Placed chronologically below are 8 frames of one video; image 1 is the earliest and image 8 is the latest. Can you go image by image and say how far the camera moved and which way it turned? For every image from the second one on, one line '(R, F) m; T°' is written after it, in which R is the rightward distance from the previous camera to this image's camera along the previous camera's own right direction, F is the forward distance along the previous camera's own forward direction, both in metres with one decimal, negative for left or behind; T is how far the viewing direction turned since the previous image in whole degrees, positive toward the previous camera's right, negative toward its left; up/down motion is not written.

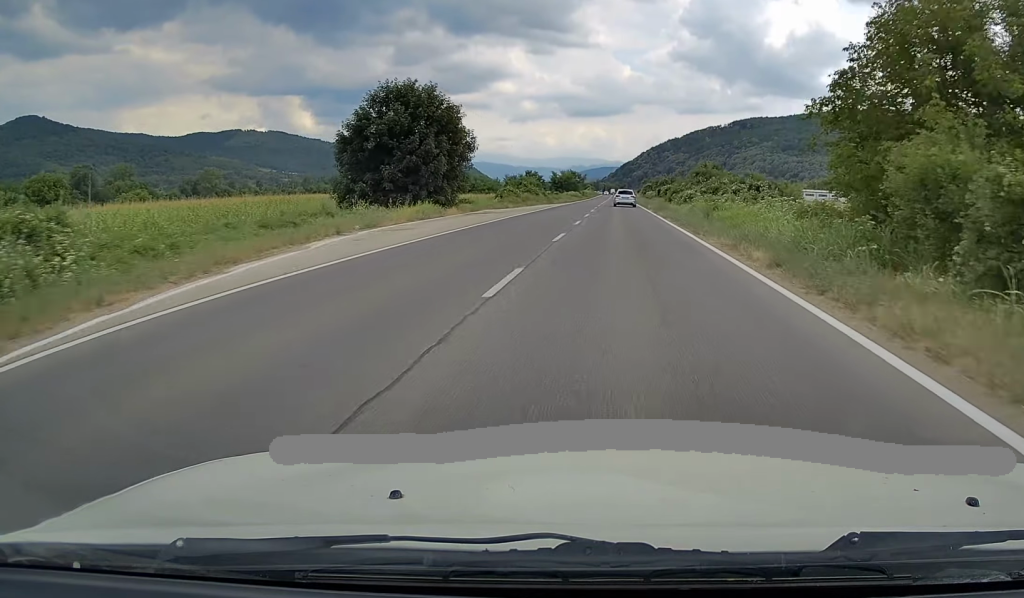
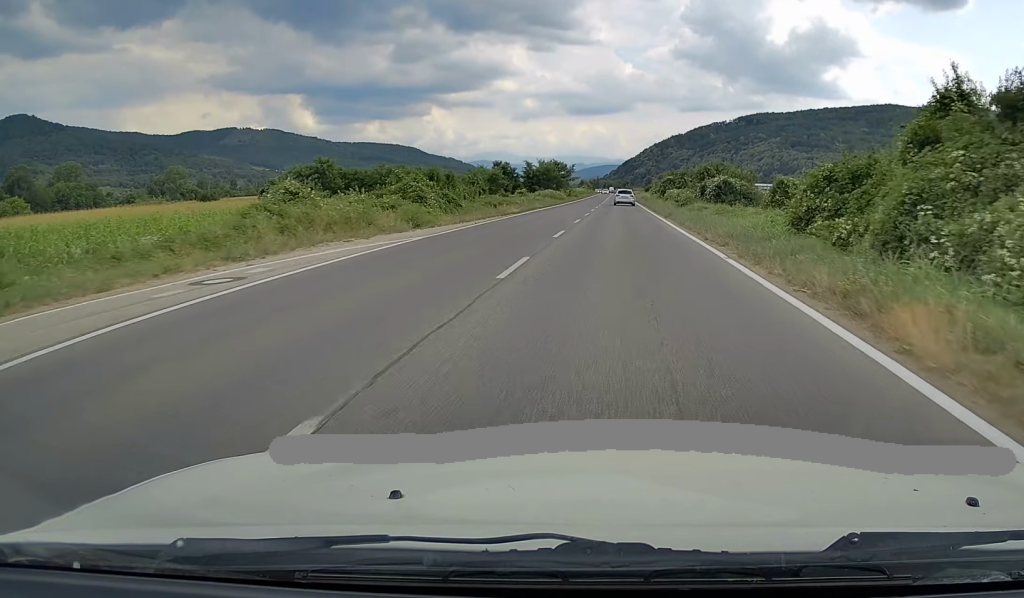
(-0.4, +52.0) m; 0°
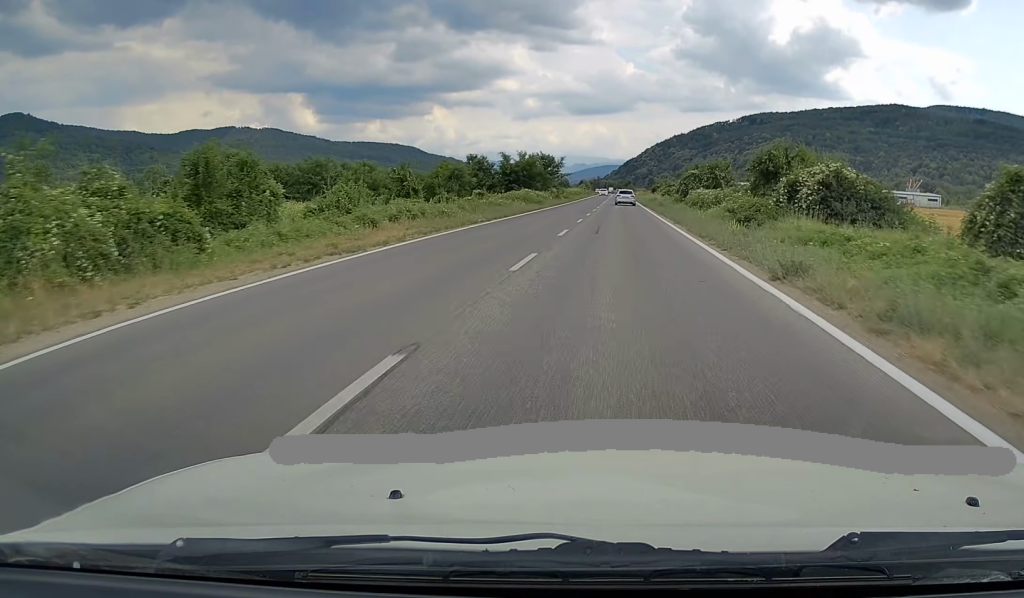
(+0.1, +26.0) m; 0°
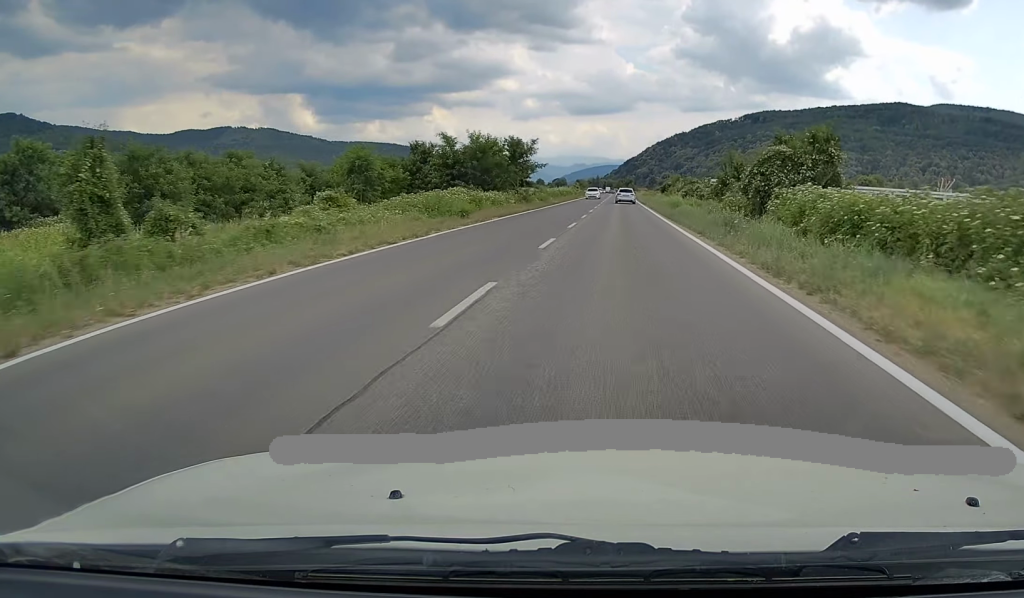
(-0.1, +31.9) m; 0°
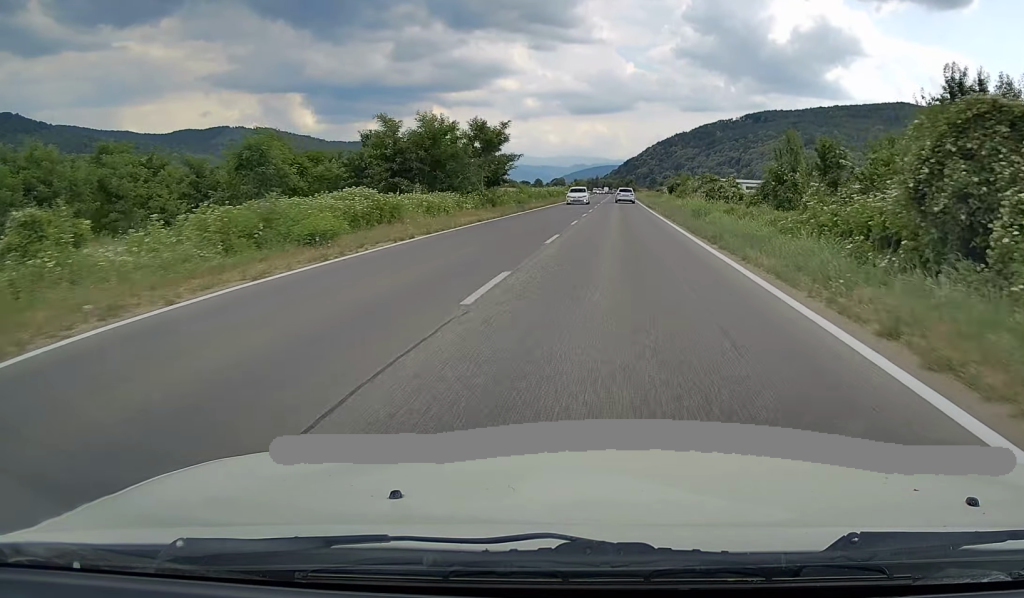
(0.0, +16.4) m; 0°
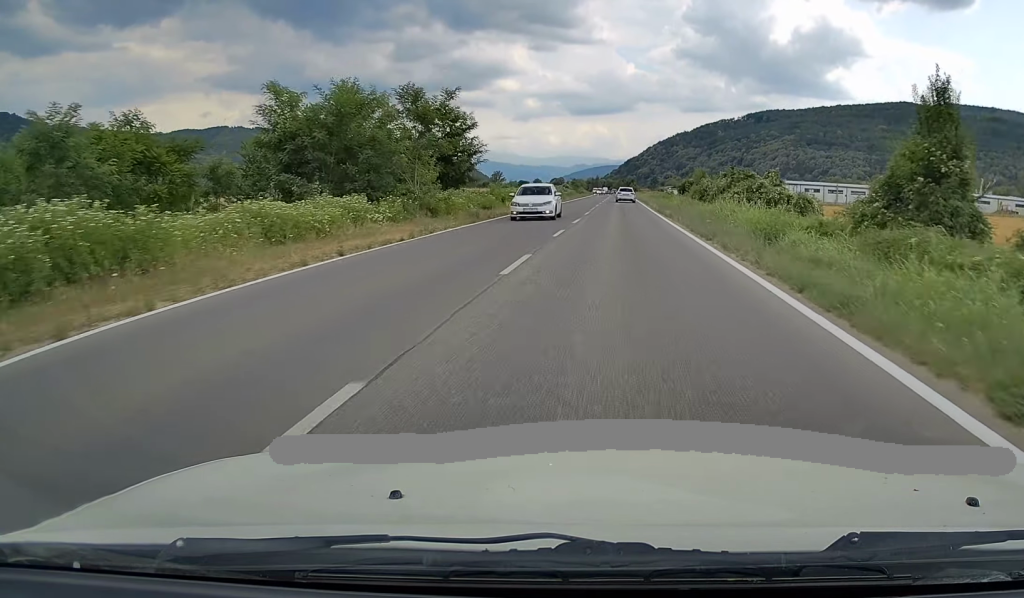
(0.0, +15.5) m; 0°
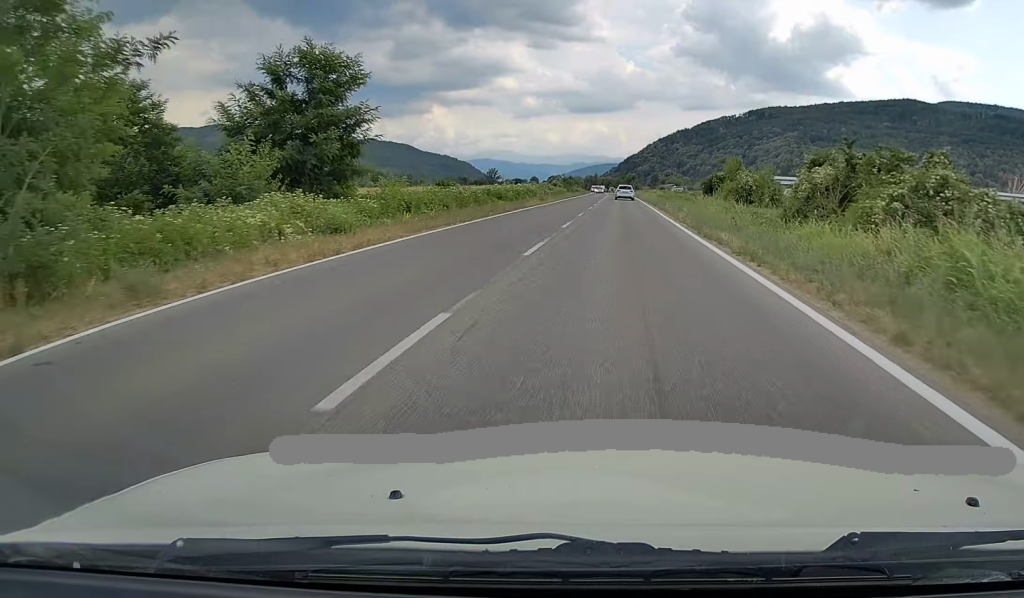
(+0.1, +22.9) m; 0°
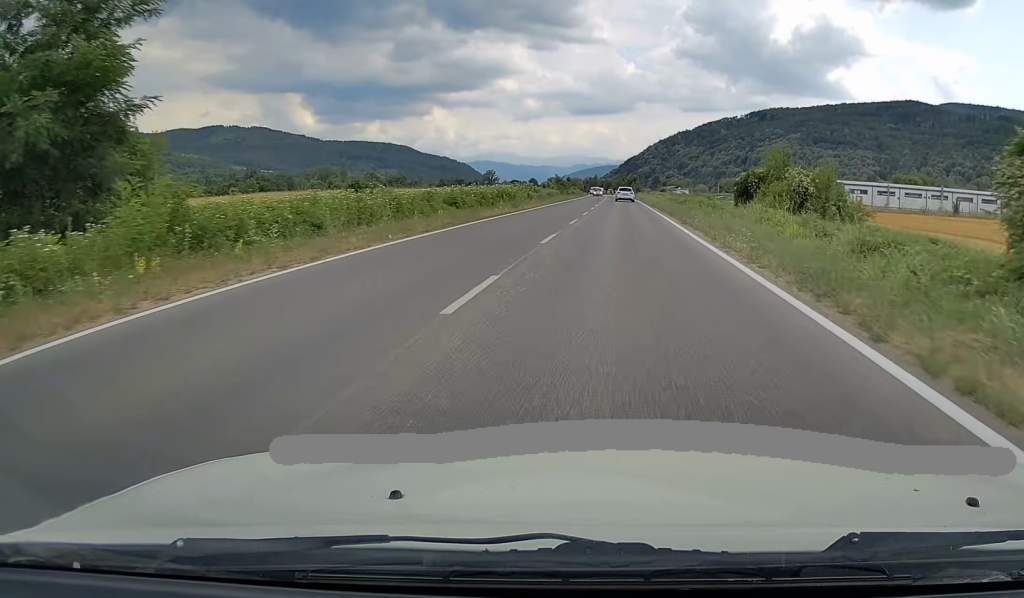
(0.0, +15.1) m; 0°
